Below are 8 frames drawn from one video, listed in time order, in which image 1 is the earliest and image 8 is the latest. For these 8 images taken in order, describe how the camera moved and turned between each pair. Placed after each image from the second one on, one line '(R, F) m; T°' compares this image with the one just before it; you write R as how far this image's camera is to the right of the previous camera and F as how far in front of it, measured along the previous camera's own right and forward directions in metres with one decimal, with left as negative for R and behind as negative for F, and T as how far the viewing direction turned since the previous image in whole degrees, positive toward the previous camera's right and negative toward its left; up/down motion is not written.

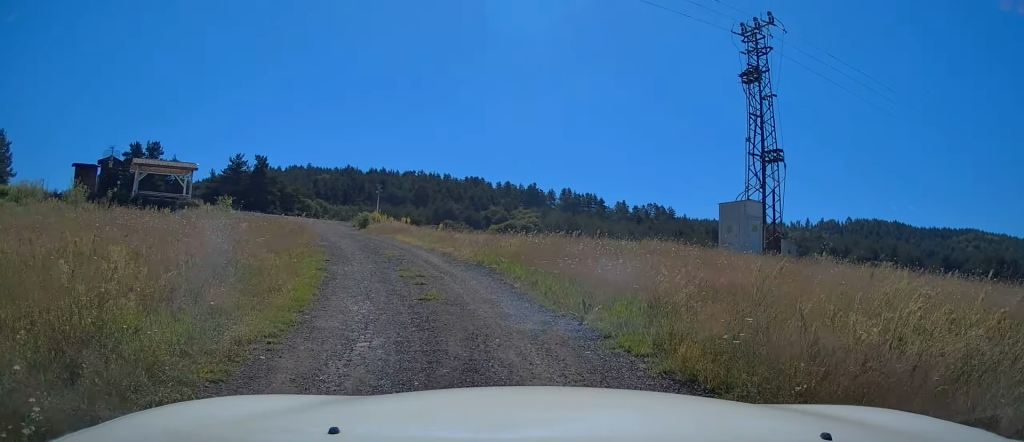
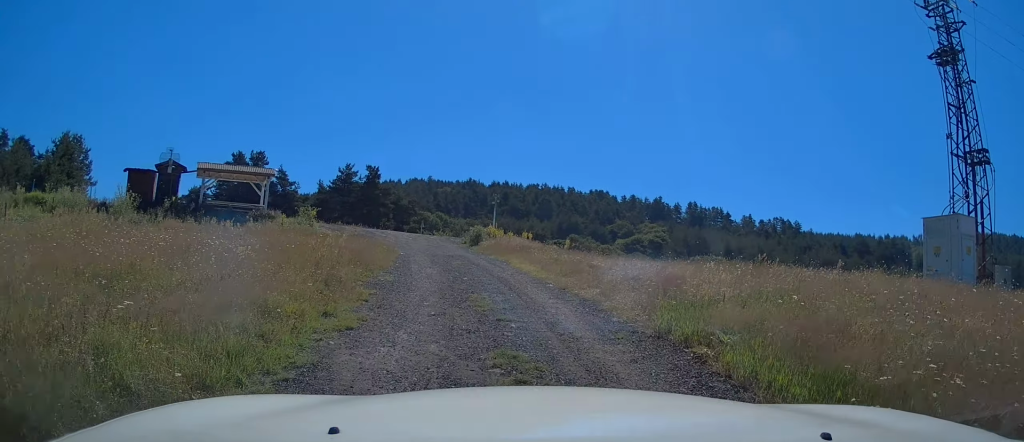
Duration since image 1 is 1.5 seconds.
(-0.9, +6.0) m; -12°
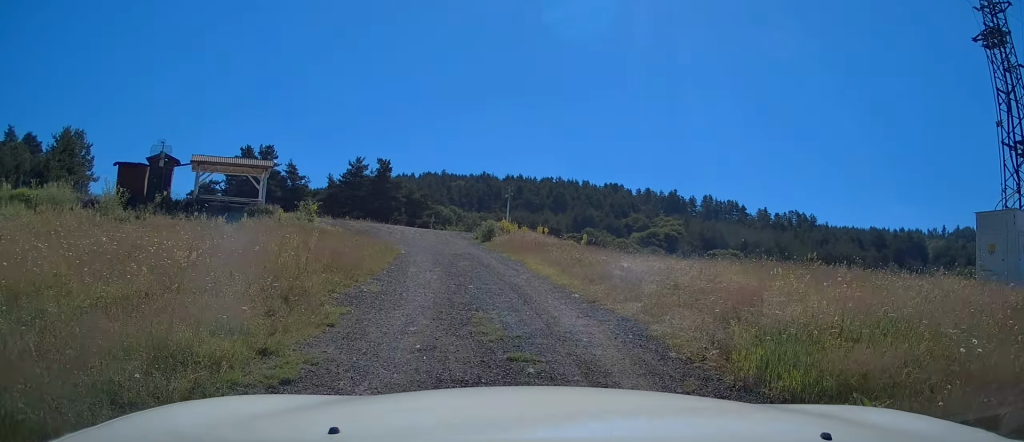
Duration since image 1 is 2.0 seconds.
(0.0, +2.0) m; -1°
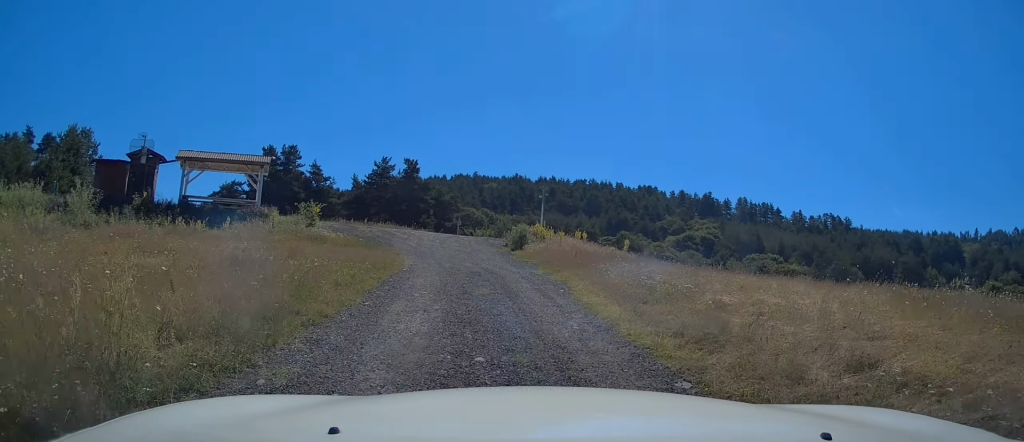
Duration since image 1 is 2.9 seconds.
(0.0, +4.0) m; -4°
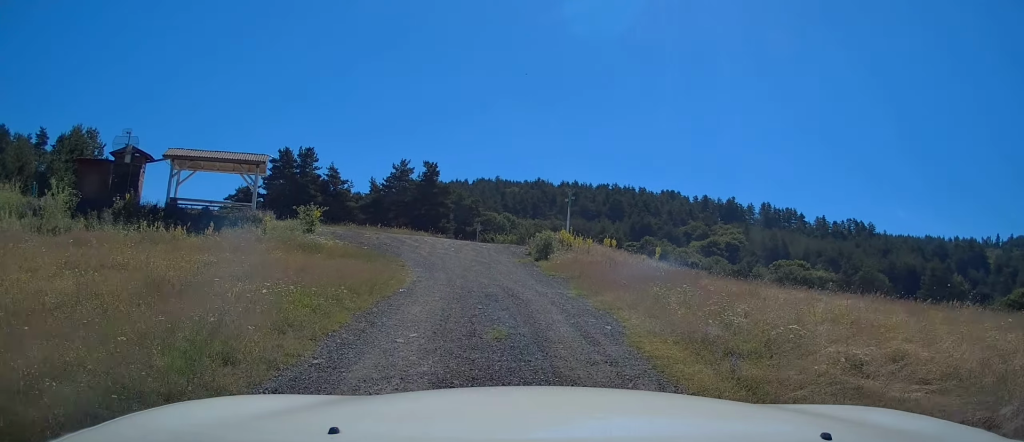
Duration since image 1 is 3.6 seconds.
(-0.1, +2.7) m; -2°
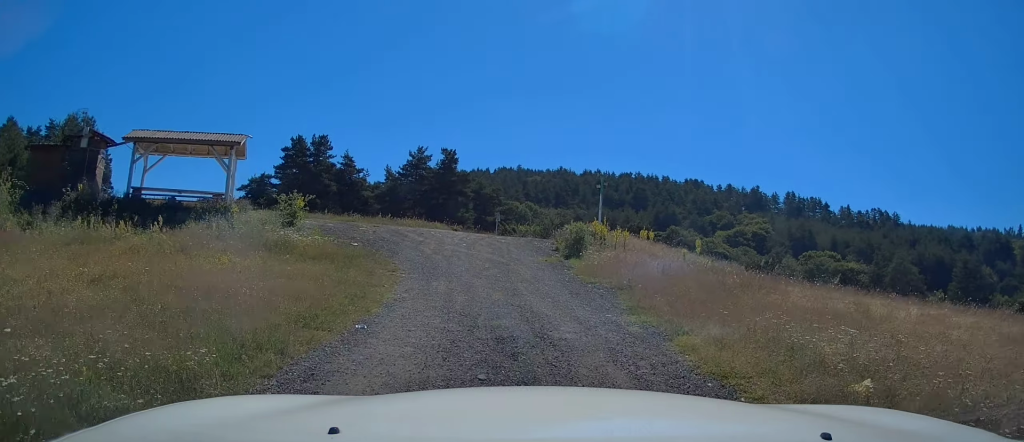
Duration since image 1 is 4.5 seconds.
(-0.2, +3.8) m; 0°
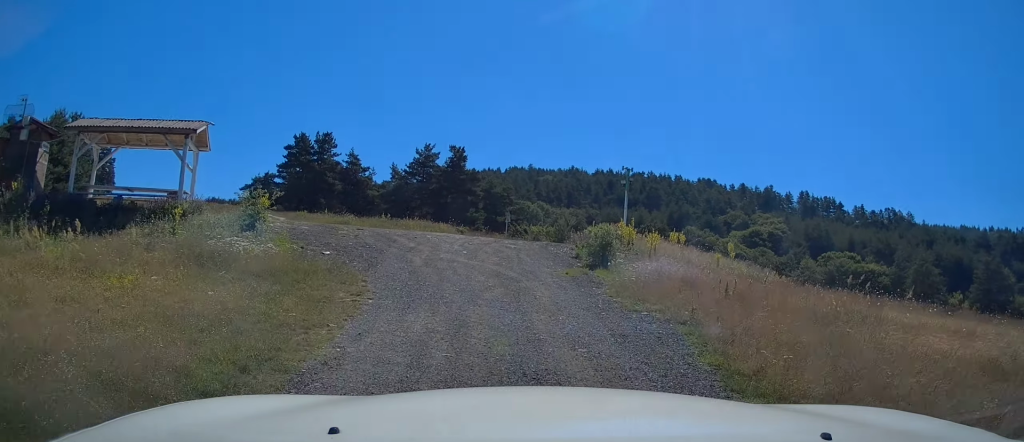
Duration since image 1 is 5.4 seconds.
(+0.3, +3.4) m; 0°
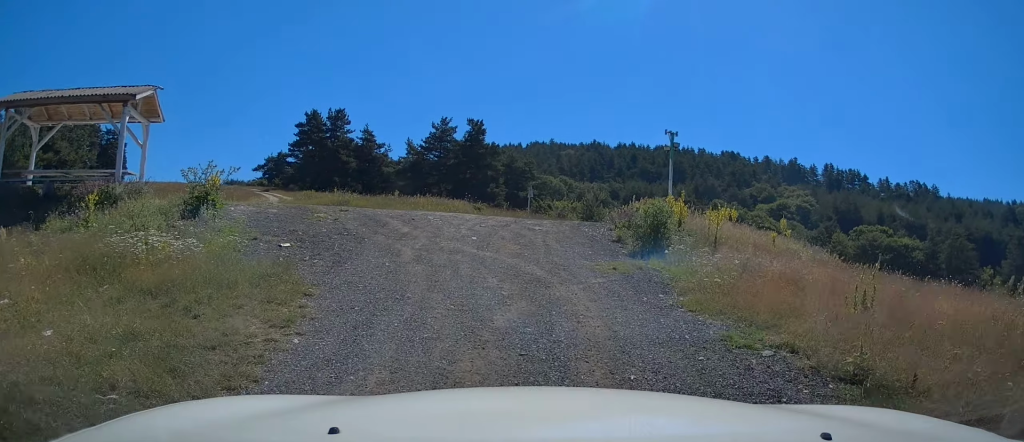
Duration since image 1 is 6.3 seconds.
(-0.3, +3.5) m; -6°
